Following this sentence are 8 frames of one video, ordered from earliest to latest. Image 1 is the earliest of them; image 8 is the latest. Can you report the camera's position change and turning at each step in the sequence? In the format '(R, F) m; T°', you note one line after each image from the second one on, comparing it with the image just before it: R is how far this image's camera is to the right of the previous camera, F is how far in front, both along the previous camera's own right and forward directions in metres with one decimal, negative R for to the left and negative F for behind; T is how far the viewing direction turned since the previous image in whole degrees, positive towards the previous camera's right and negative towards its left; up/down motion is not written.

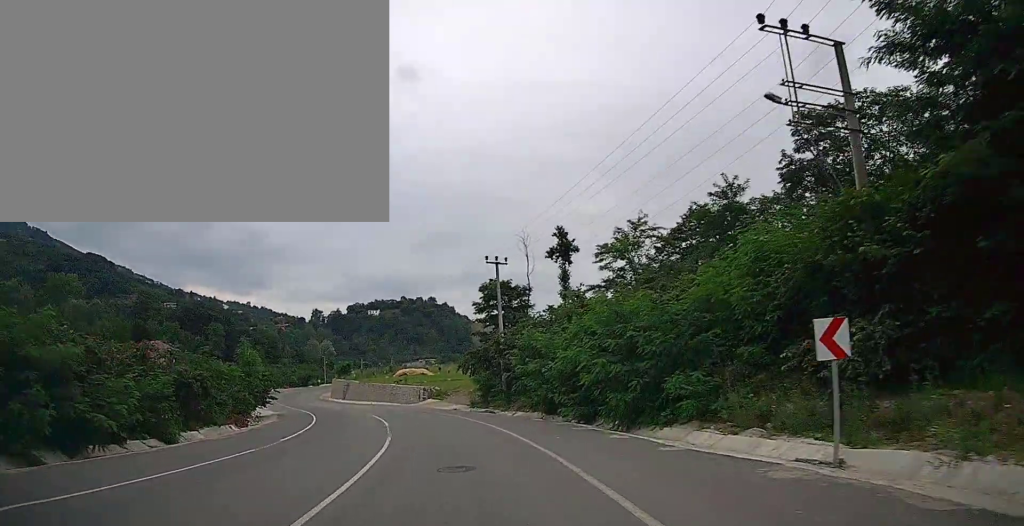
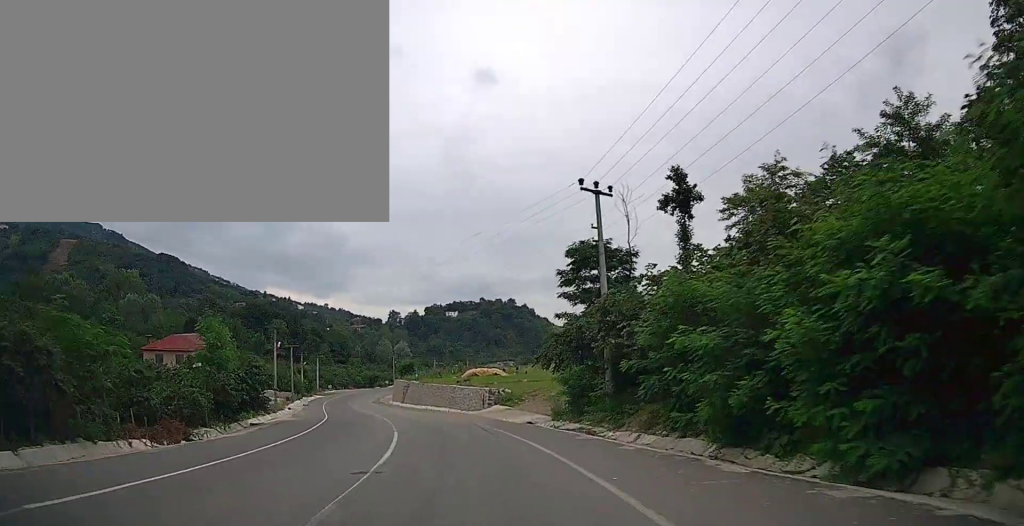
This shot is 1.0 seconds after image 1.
(-0.7, +13.5) m; -6°
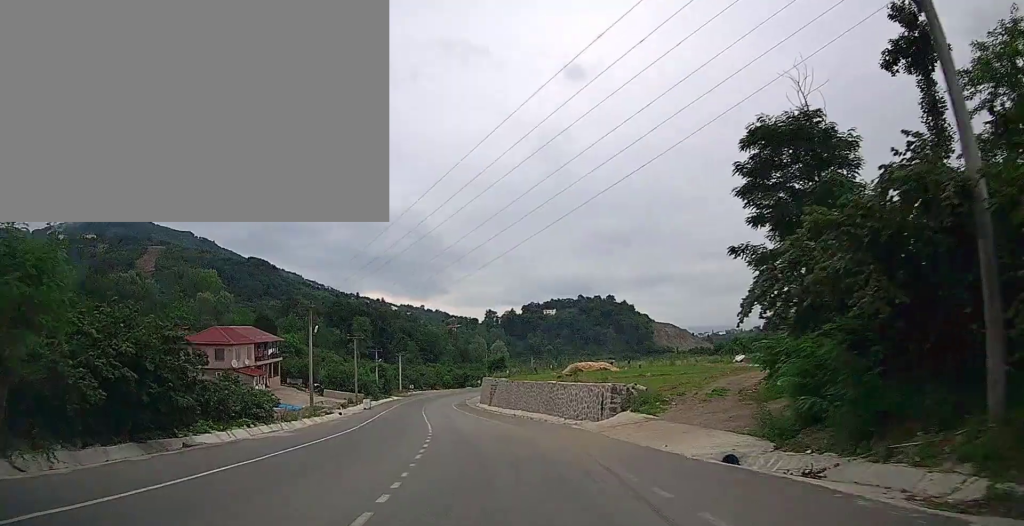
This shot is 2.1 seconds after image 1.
(-1.0, +15.3) m; -8°
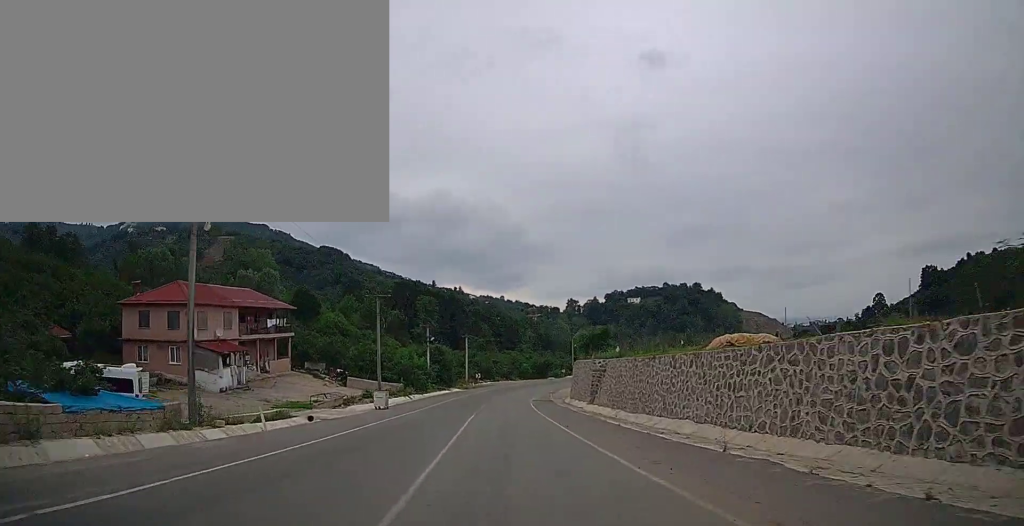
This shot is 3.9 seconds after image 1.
(-2.6, +25.4) m; -10°
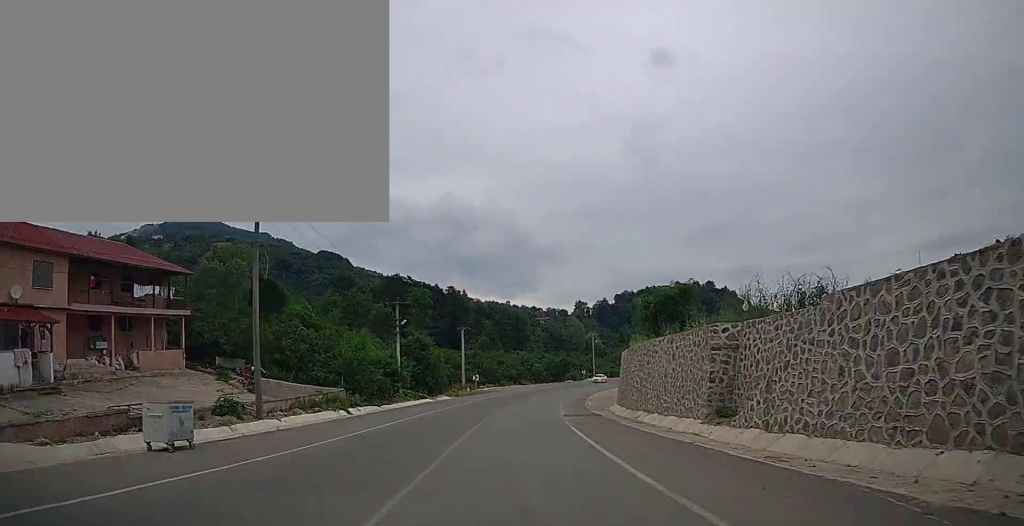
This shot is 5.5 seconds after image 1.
(-1.0, +23.6) m; -3°
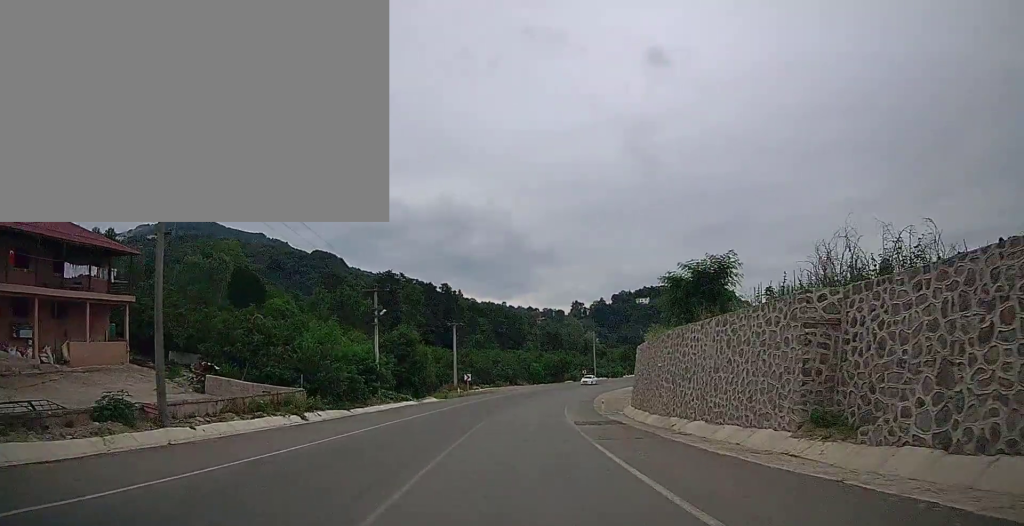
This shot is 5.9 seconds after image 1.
(0.0, +6.5) m; 0°
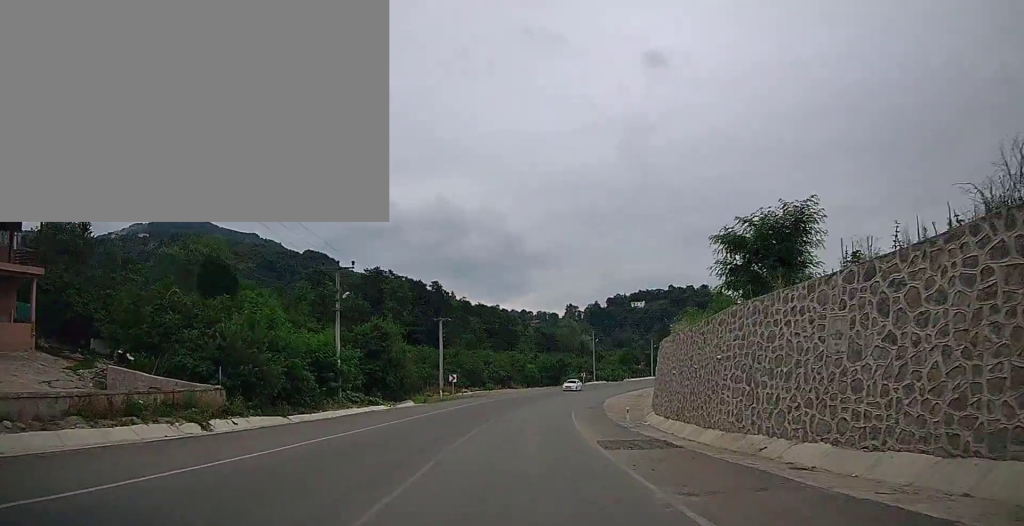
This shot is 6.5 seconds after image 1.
(0.0, +8.6) m; +1°
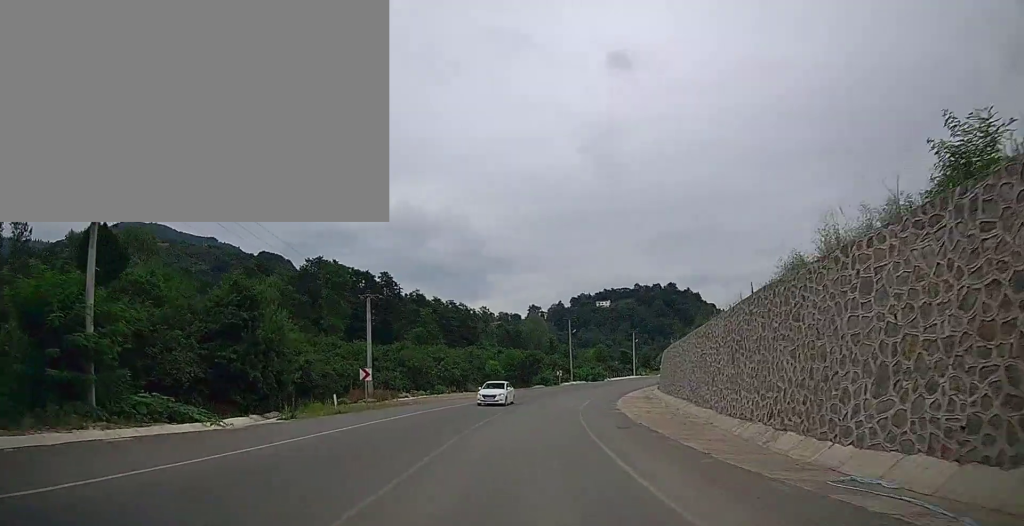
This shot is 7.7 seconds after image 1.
(+0.2, +18.9) m; +3°
